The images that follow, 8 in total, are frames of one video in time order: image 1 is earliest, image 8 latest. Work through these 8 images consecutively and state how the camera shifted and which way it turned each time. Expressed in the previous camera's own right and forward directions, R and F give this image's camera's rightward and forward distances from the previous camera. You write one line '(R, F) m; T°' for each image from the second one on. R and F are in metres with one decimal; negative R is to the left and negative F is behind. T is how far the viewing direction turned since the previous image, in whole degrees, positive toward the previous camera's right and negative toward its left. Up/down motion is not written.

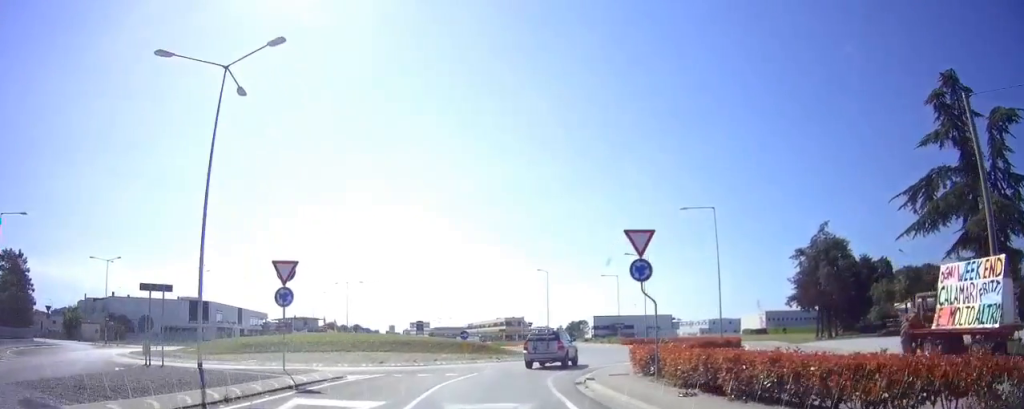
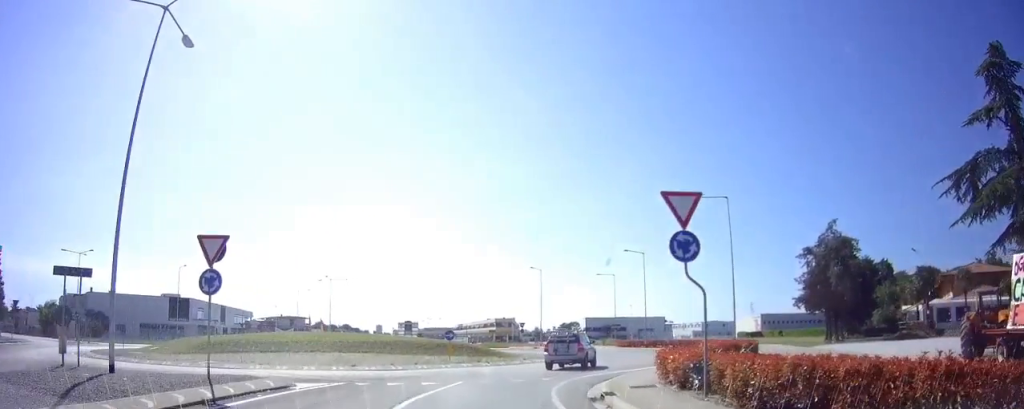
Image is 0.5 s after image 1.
(-0.1, +3.7) m; +3°
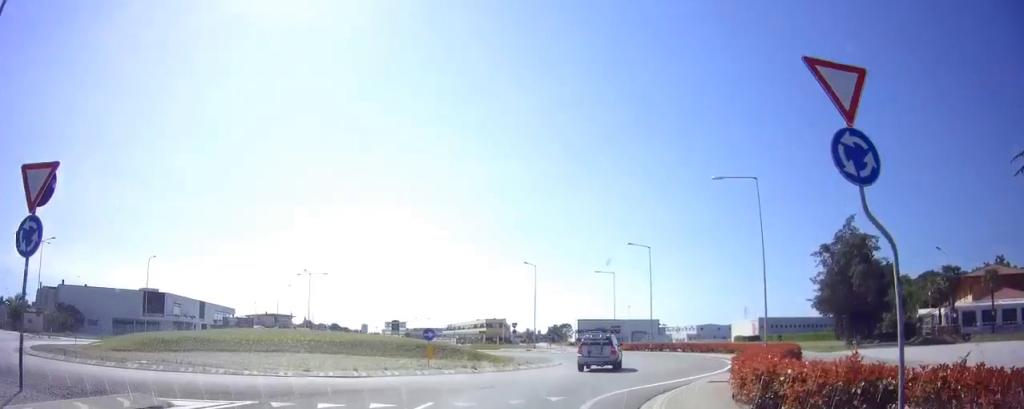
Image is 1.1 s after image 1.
(+0.5, +5.6) m; +6°
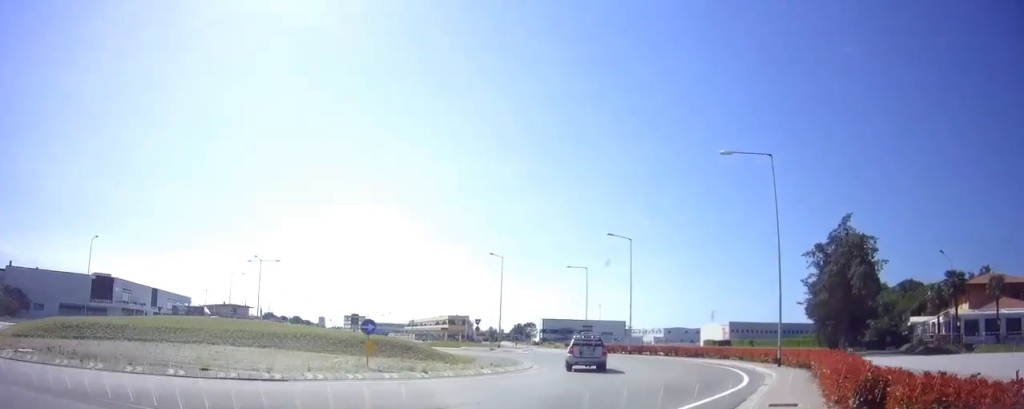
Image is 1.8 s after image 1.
(+0.3, +5.6) m; +1°
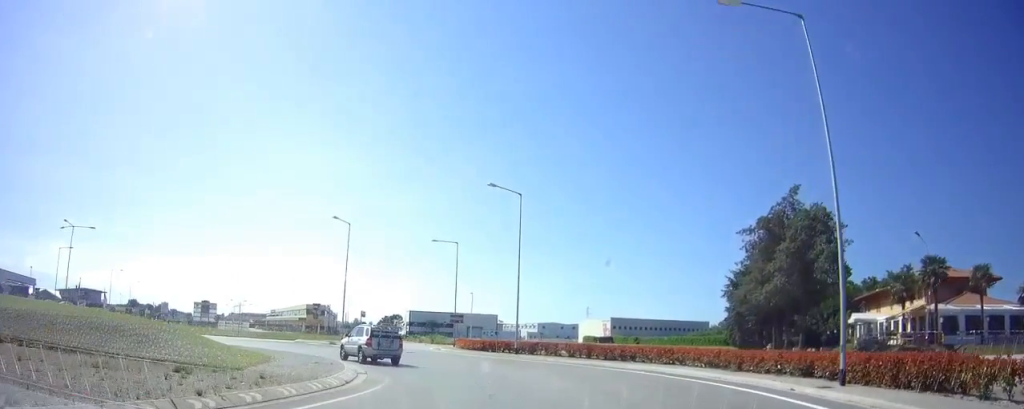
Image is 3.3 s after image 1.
(-0.3, +14.5) m; -4°
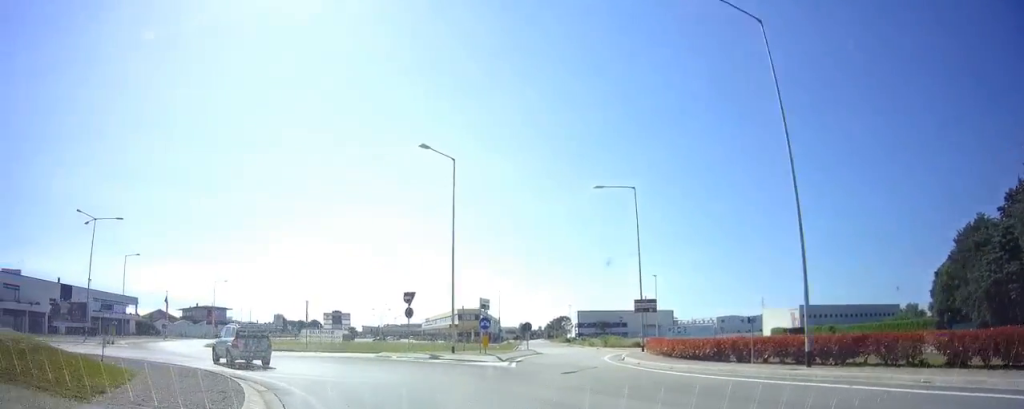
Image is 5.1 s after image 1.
(-5.5, +16.3) m; -39°
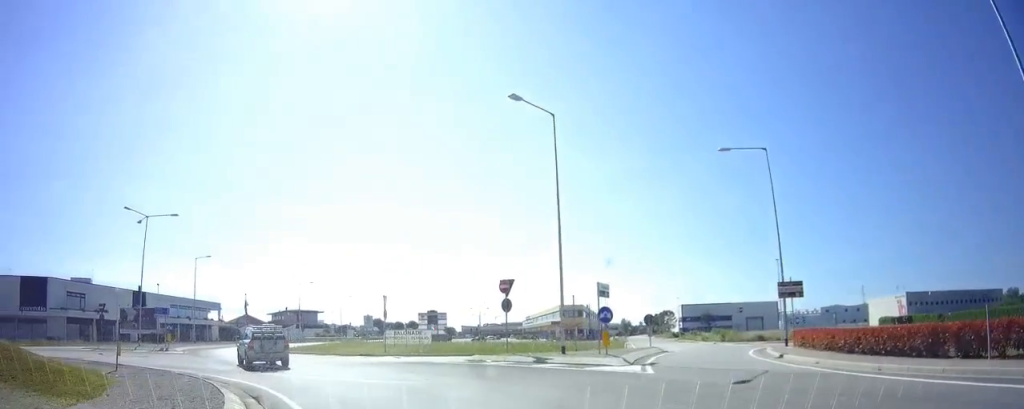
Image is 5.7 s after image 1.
(-0.5, +5.8) m; -5°
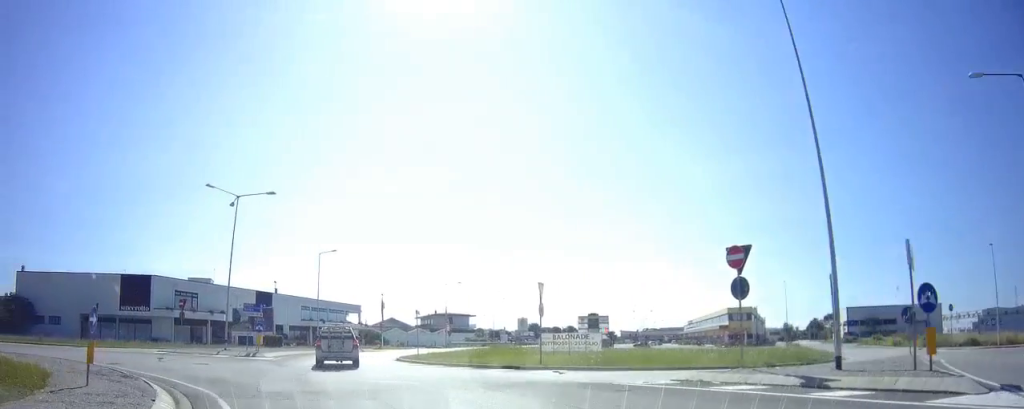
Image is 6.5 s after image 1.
(-0.1, +8.8) m; 0°
